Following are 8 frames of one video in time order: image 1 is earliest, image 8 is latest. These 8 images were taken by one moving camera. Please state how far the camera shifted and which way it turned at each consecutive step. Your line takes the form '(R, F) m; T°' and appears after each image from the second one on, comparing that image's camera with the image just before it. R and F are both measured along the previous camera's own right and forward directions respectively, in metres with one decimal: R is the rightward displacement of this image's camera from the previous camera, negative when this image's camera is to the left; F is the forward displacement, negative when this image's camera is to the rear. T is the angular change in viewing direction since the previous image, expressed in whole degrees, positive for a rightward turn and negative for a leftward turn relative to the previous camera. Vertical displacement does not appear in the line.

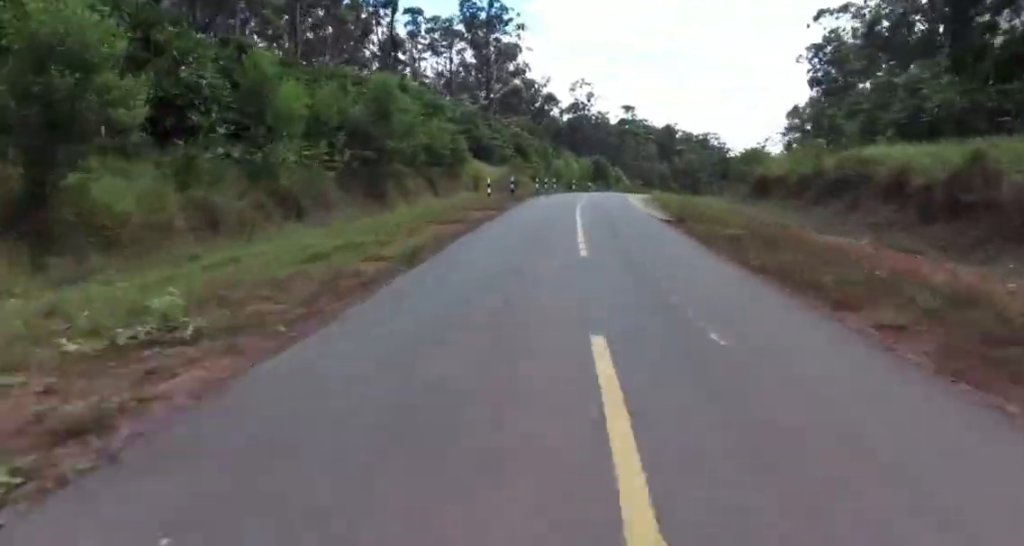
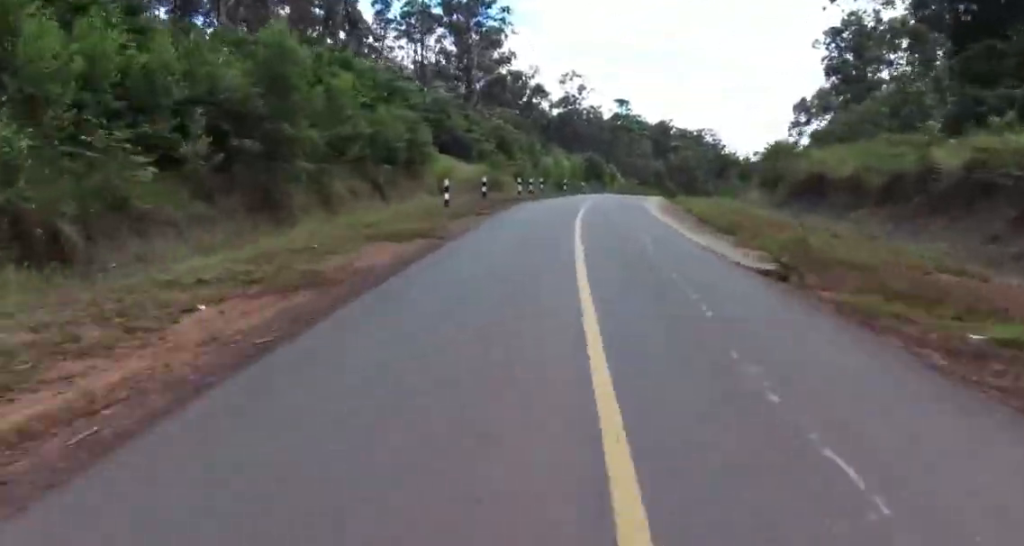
(-1.8, +10.8) m; -8°
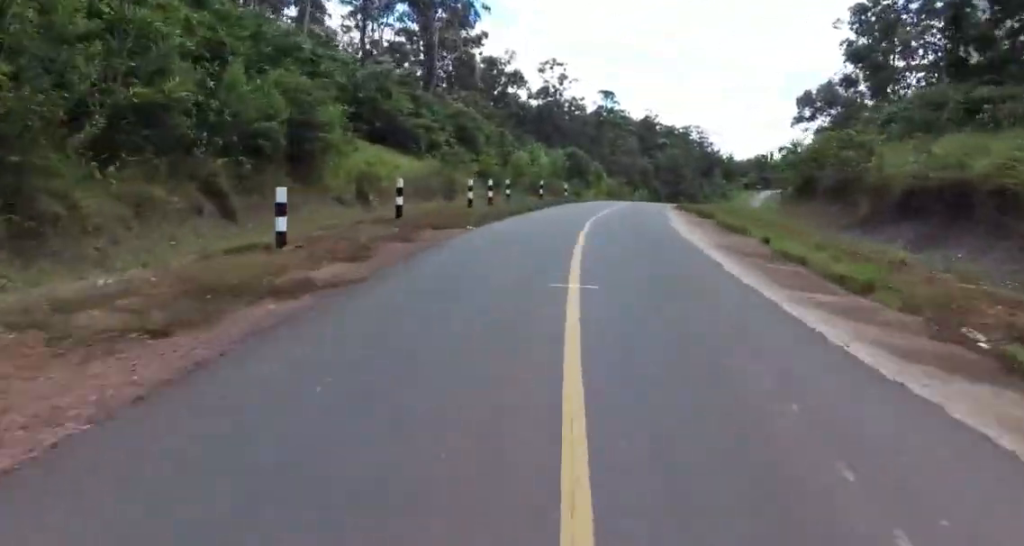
(-2.4, +17.6) m; +1°
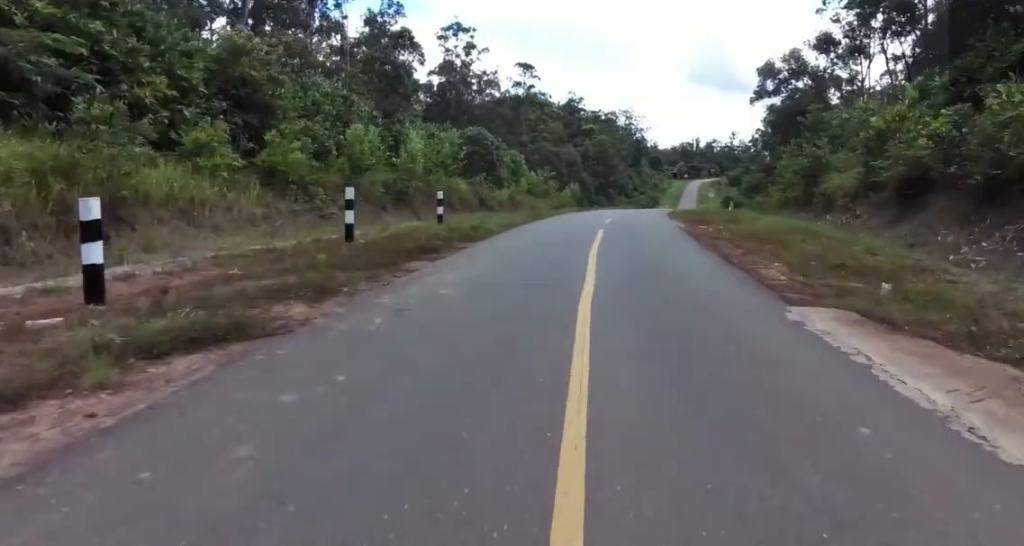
(+5.5, +26.4) m; +23°
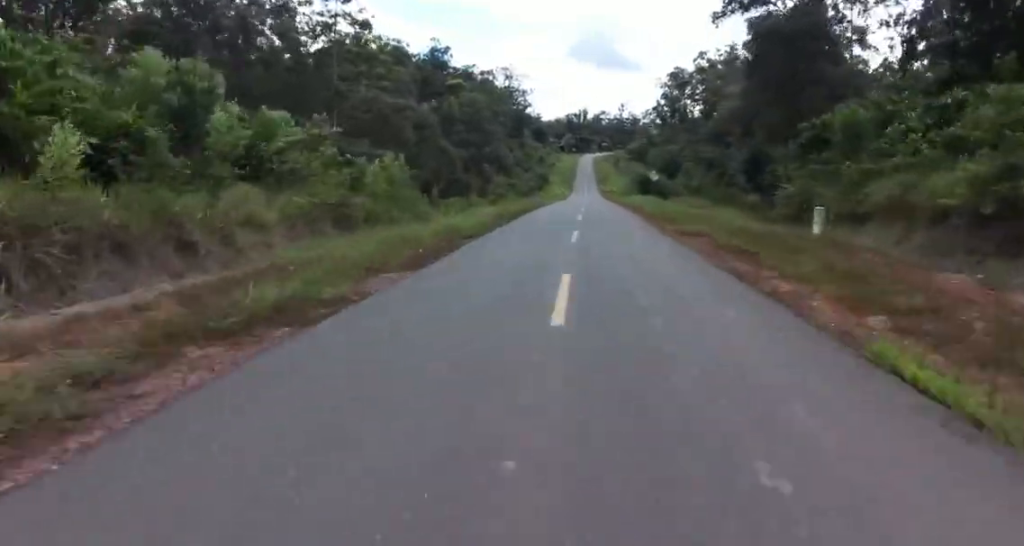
(+8.9, +42.8) m; +14°
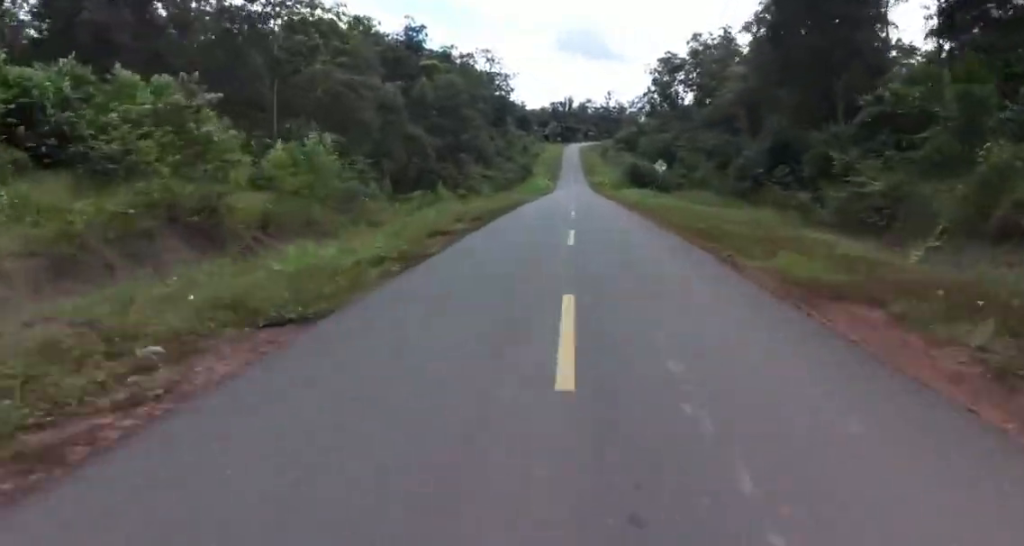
(-0.1, +11.1) m; +1°
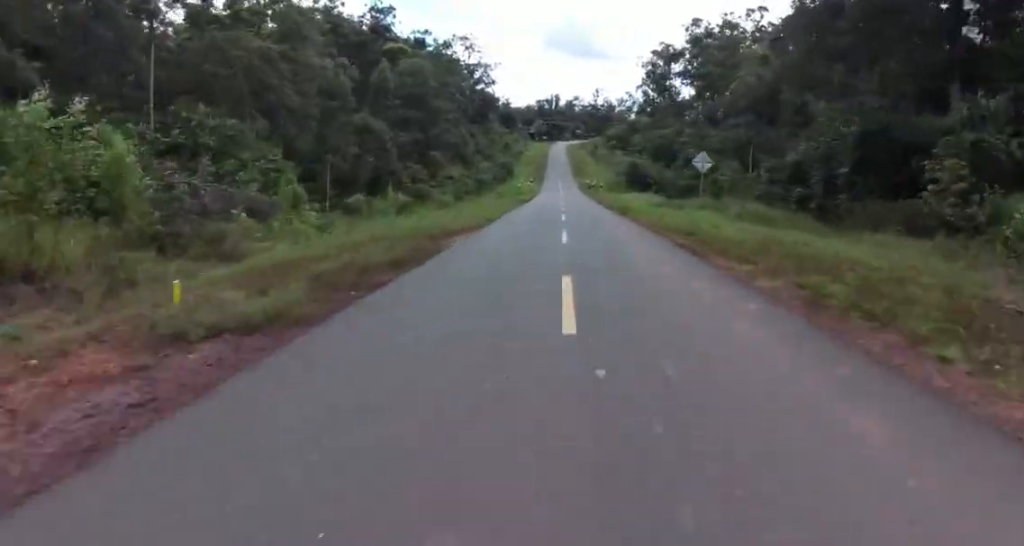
(+0.2, +16.7) m; +2°
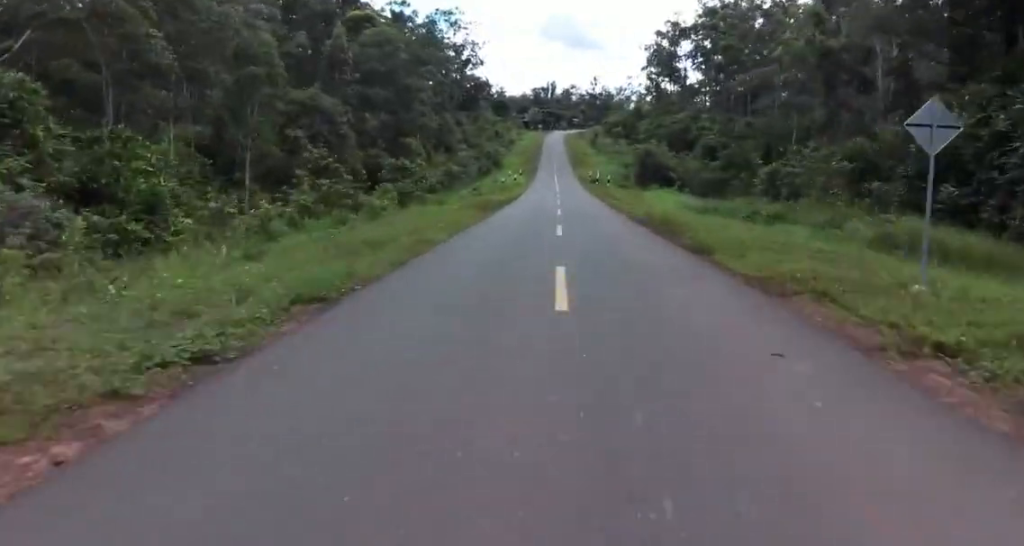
(+0.5, +16.9) m; +2°
